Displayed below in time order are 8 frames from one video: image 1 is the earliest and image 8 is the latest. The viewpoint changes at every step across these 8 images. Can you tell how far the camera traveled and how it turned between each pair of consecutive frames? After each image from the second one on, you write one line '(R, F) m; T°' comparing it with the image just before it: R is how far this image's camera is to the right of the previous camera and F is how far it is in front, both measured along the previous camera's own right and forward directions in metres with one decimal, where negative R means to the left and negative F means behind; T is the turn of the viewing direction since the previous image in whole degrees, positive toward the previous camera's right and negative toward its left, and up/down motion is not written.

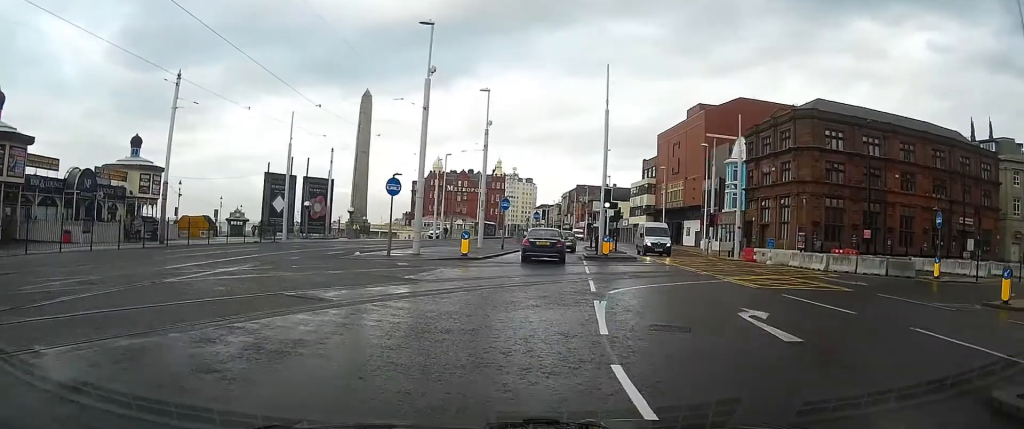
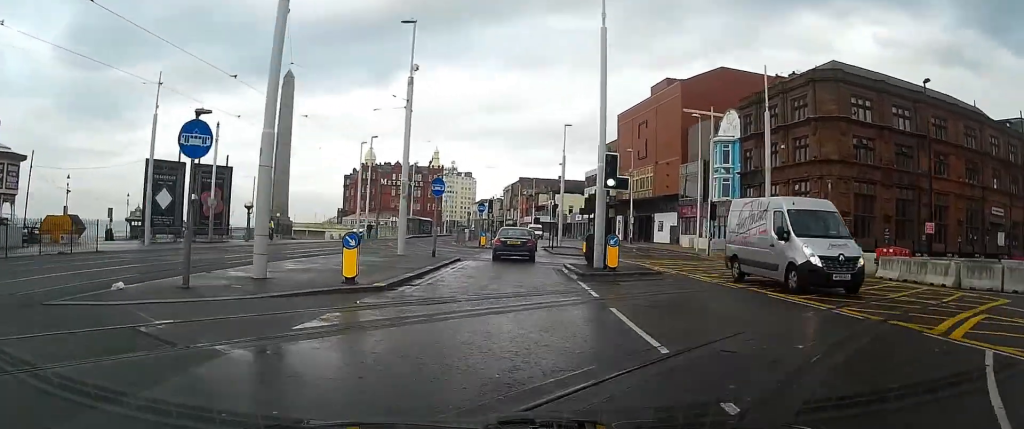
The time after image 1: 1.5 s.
(+0.3, +13.5) m; +4°
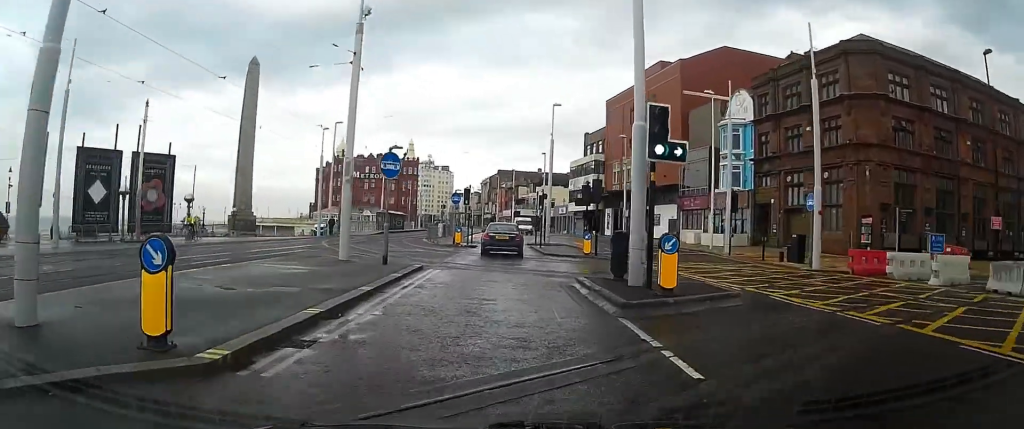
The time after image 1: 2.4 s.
(+0.2, +7.4) m; +3°
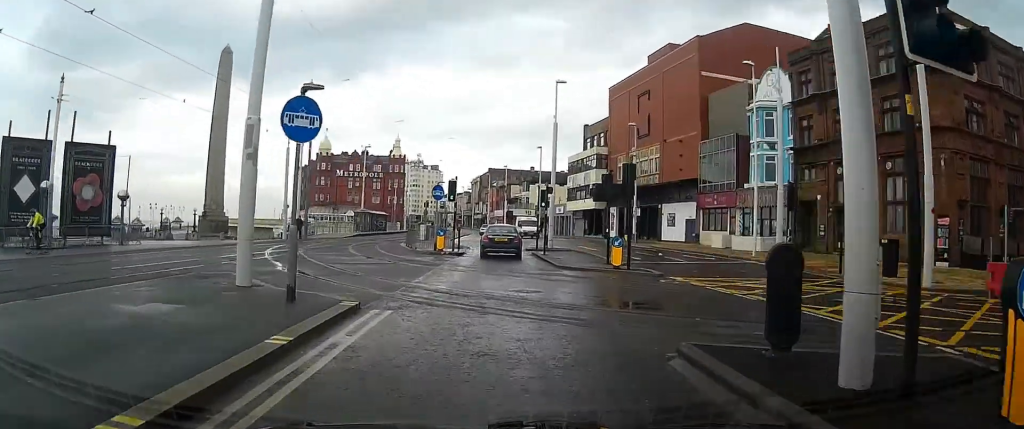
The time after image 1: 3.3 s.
(+0.2, +8.1) m; +2°
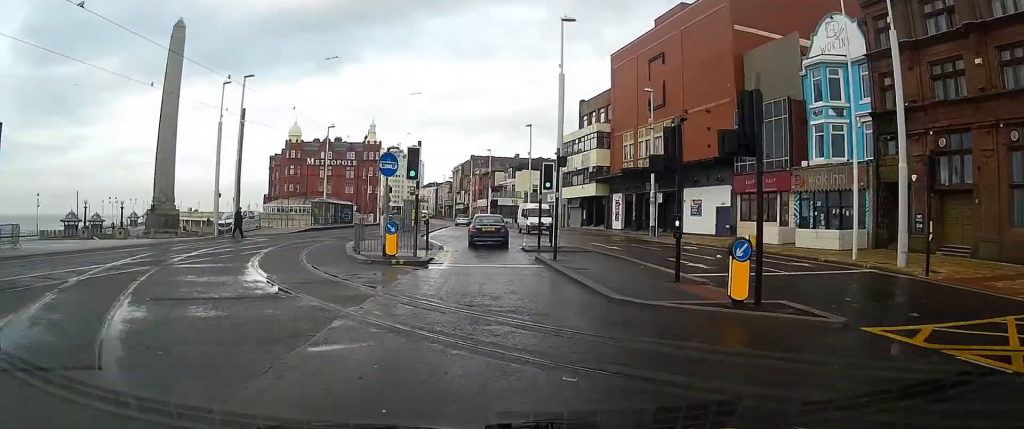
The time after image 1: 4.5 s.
(+0.2, +11.2) m; +1°
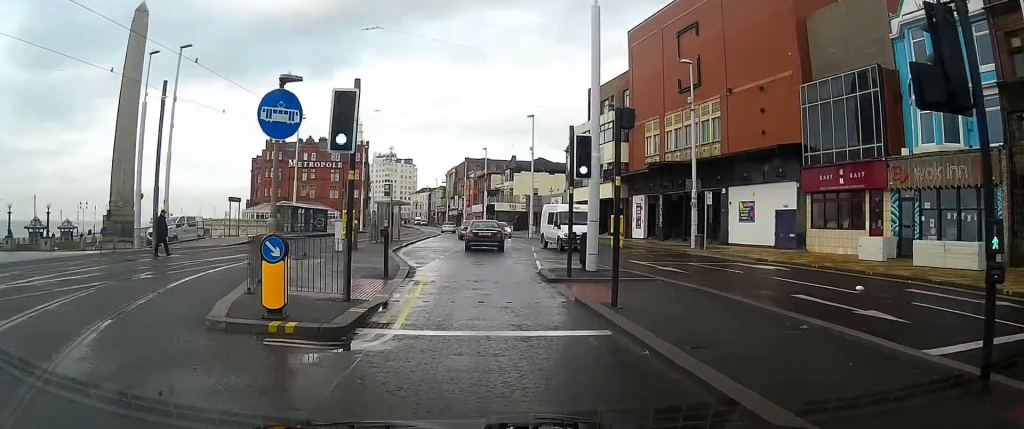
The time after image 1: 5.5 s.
(0.0, +10.1) m; 0°
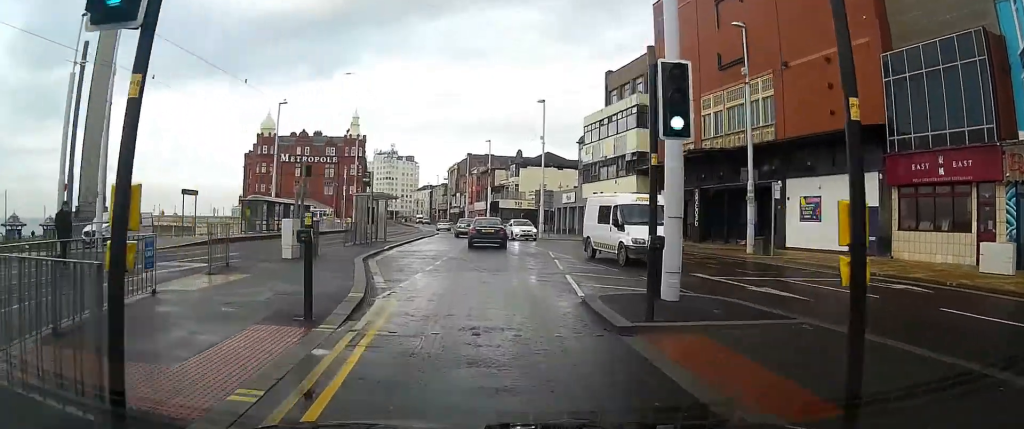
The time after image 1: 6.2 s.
(-0.1, +7.5) m; 0°
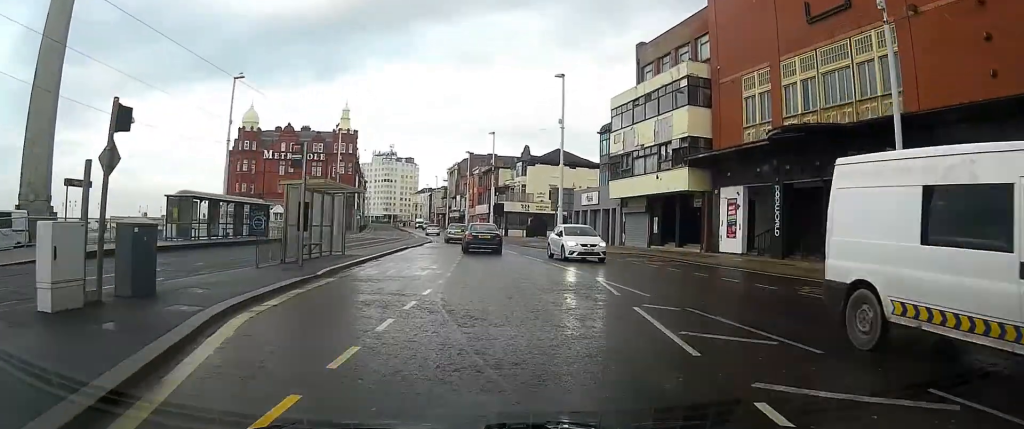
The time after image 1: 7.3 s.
(+0.2, +11.3) m; 0°
